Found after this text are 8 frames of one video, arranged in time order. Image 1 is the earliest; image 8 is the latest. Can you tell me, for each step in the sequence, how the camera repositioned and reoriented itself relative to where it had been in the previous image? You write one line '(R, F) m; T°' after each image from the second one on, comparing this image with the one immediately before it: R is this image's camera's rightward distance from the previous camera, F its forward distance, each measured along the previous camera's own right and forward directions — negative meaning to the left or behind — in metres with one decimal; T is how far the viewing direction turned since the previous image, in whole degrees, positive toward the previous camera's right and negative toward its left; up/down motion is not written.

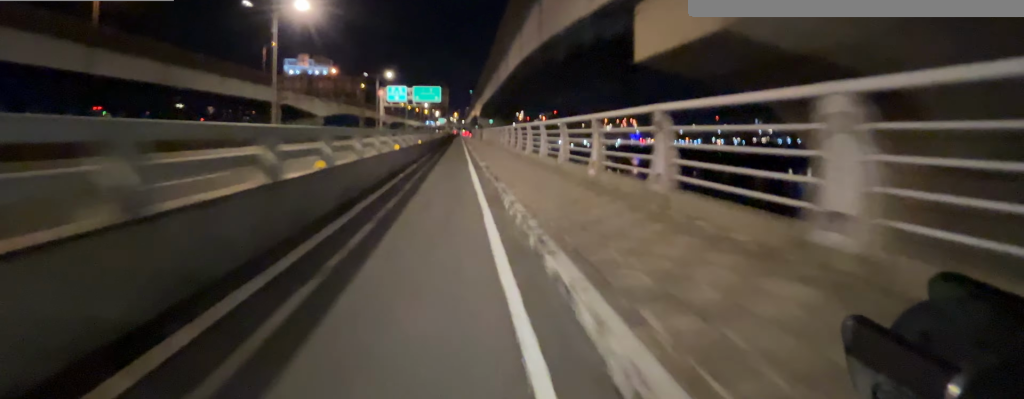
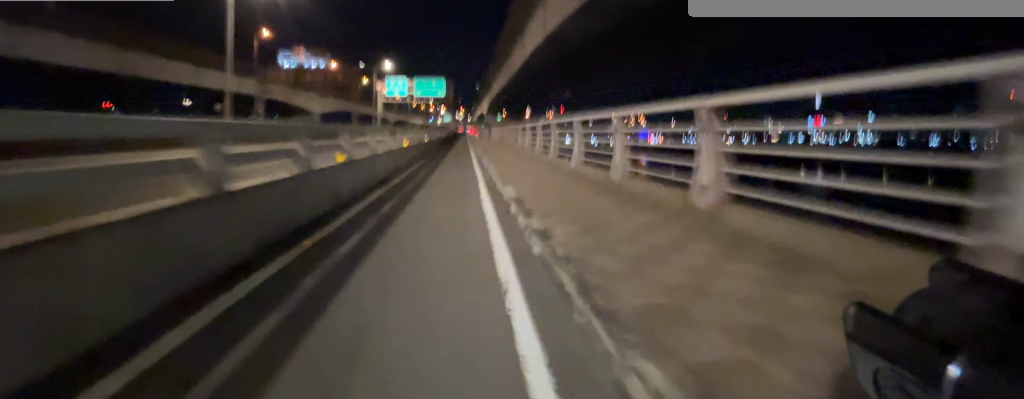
(0.0, +12.1) m; 0°
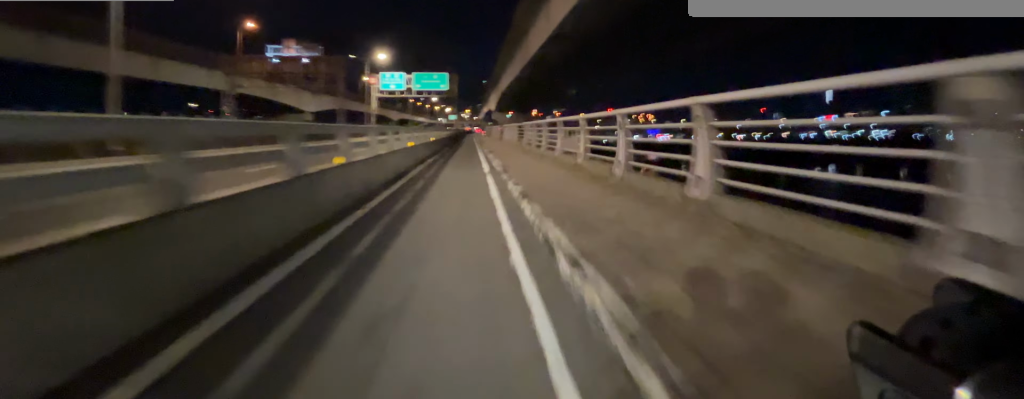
(0.0, +14.8) m; -1°
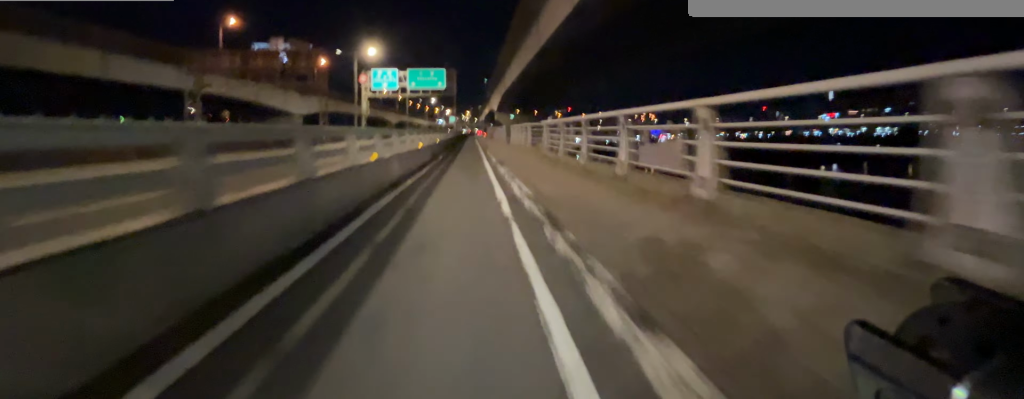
(-0.2, +8.5) m; 0°
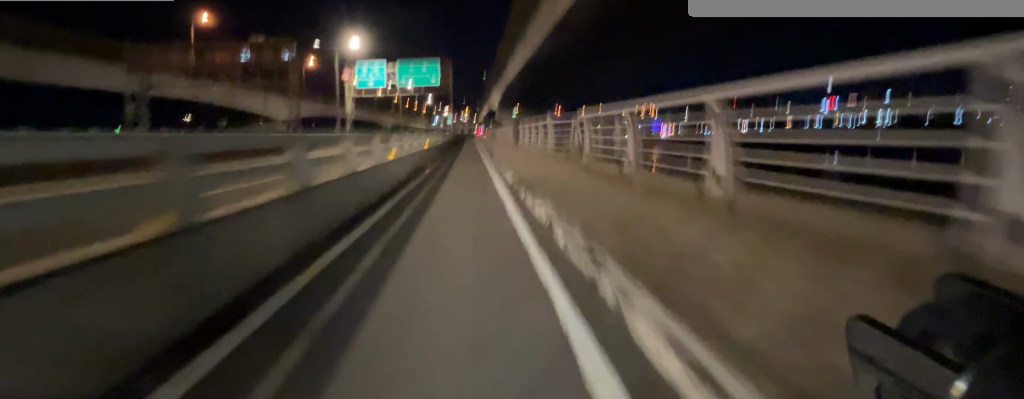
(-0.1, +8.6) m; 0°
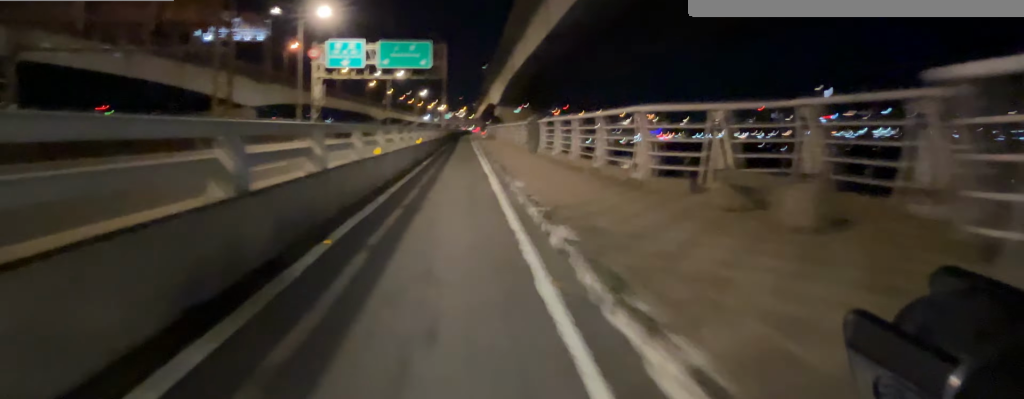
(+0.1, +10.5) m; 0°
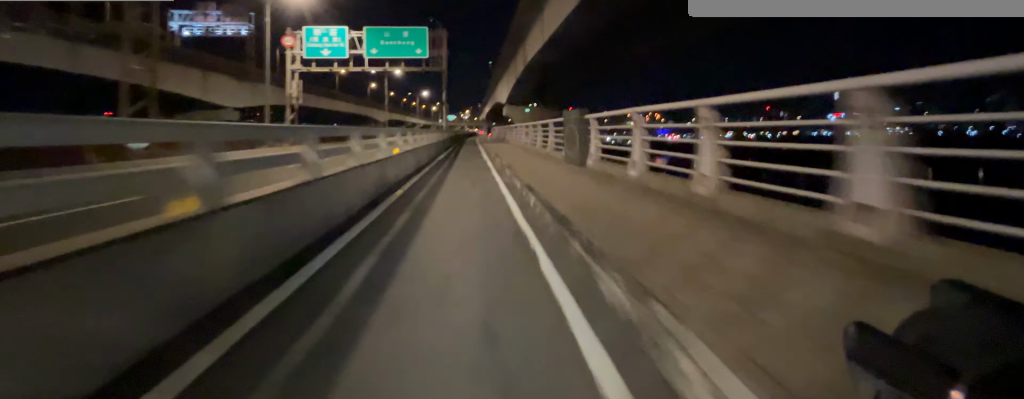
(0.0, +6.0) m; 0°
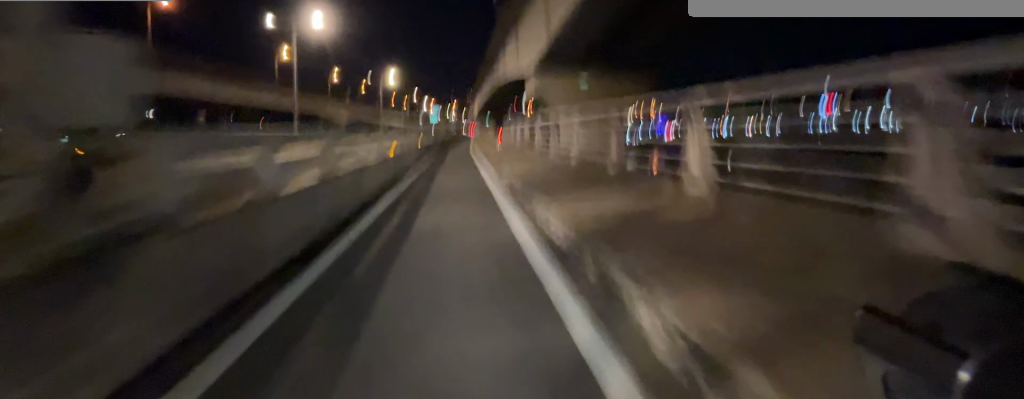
(+0.2, +24.8) m; +3°
